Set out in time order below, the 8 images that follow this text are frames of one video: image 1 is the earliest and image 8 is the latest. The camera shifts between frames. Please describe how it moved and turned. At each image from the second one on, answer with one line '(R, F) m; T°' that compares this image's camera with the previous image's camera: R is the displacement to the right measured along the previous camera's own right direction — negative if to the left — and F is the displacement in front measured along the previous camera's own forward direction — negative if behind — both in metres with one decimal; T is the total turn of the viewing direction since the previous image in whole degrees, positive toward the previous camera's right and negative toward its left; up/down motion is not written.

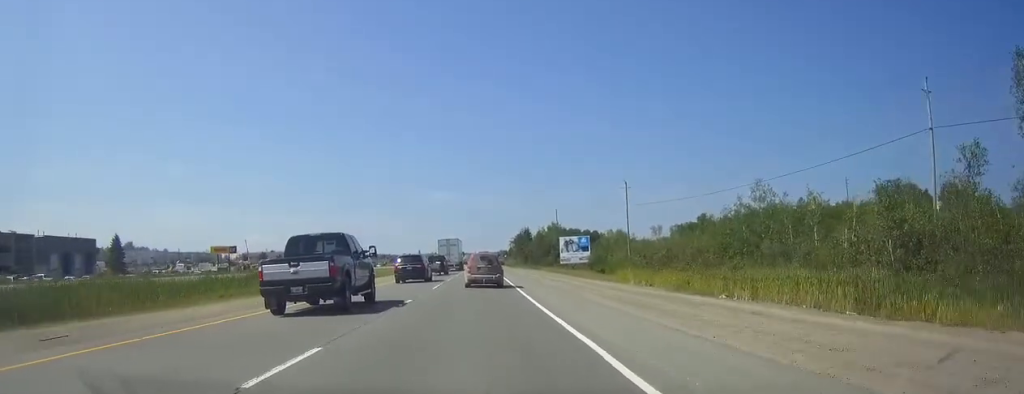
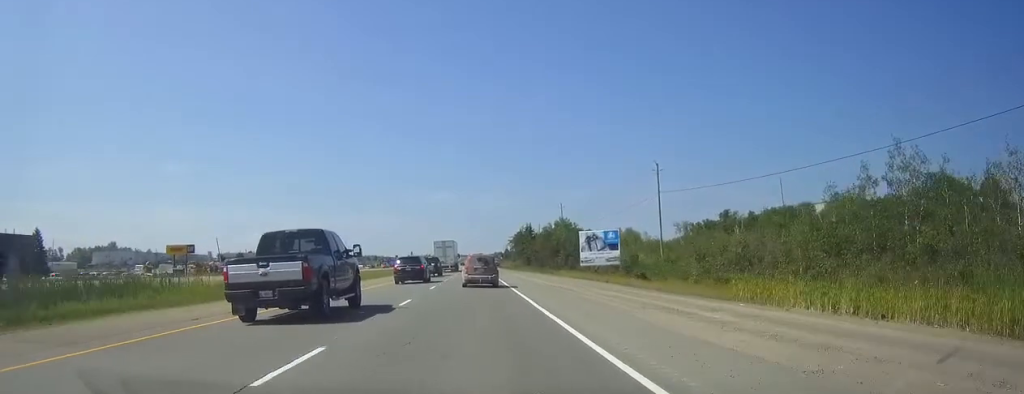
(+0.1, +24.4) m; 0°
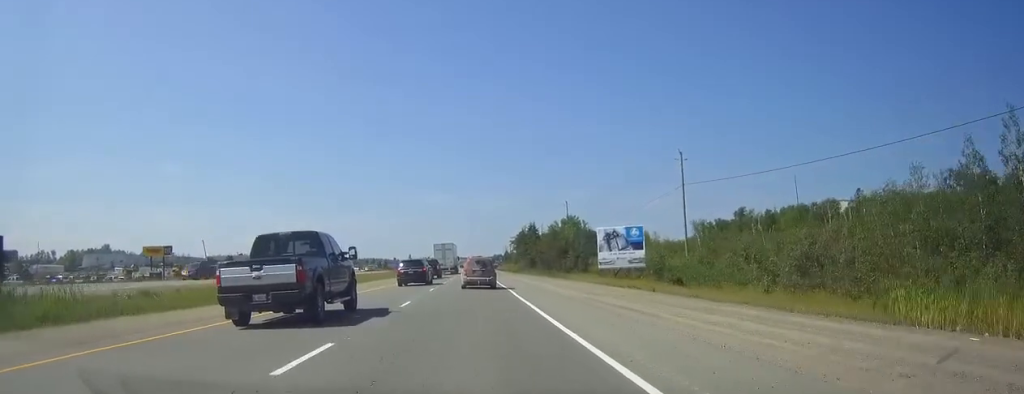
(0.0, +11.8) m; 0°
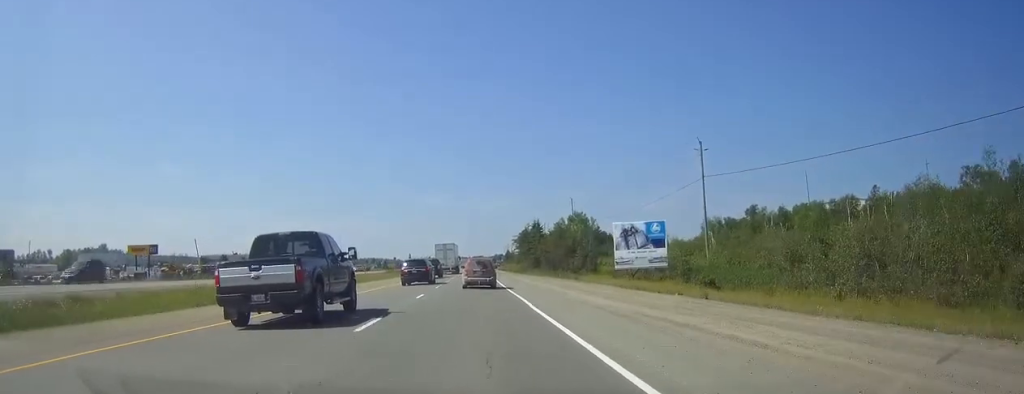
(0.0, +7.3) m; 0°
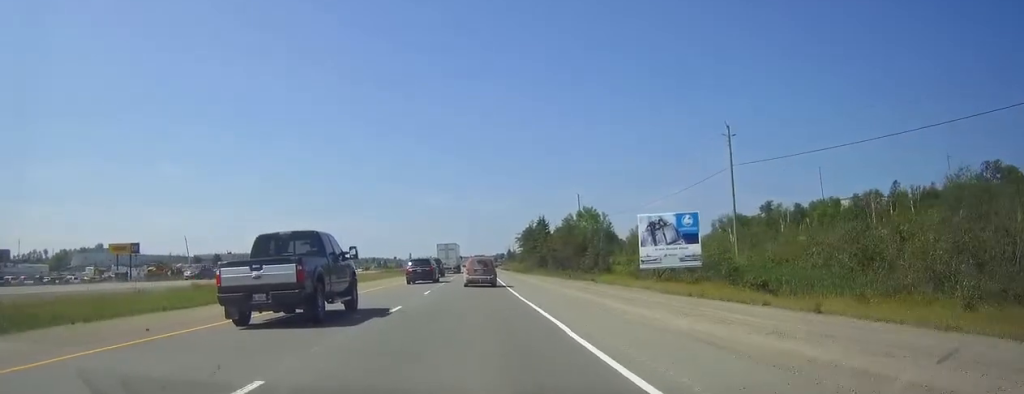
(0.0, +8.4) m; 0°
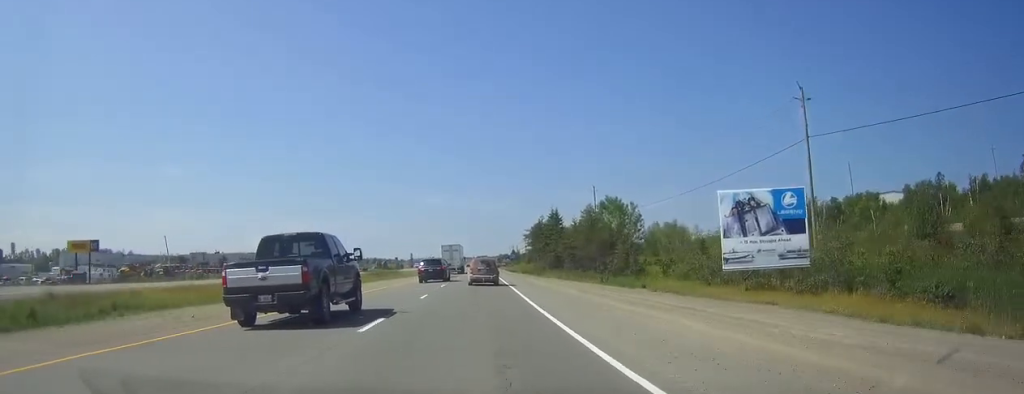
(0.0, +16.0) m; 0°
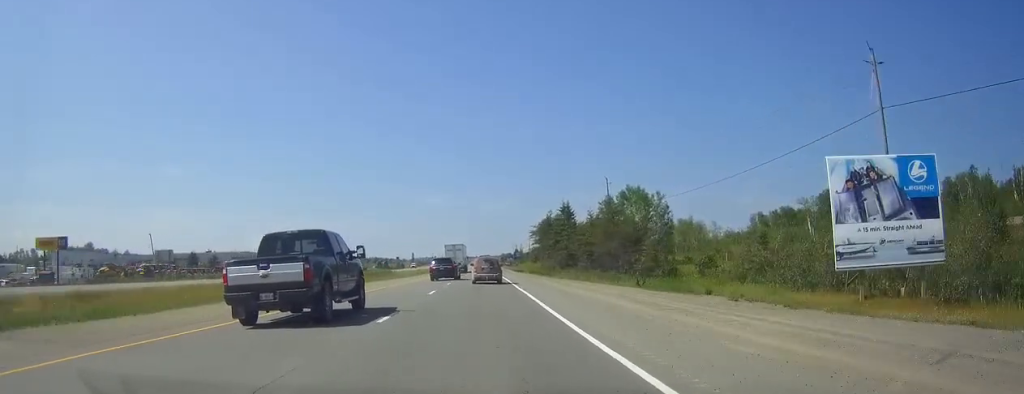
(0.0, +10.6) m; 0°
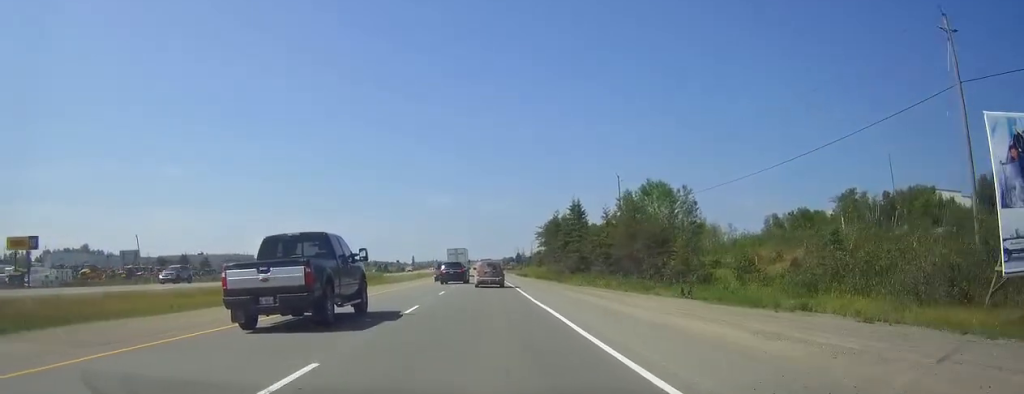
(0.0, +8.3) m; 0°
